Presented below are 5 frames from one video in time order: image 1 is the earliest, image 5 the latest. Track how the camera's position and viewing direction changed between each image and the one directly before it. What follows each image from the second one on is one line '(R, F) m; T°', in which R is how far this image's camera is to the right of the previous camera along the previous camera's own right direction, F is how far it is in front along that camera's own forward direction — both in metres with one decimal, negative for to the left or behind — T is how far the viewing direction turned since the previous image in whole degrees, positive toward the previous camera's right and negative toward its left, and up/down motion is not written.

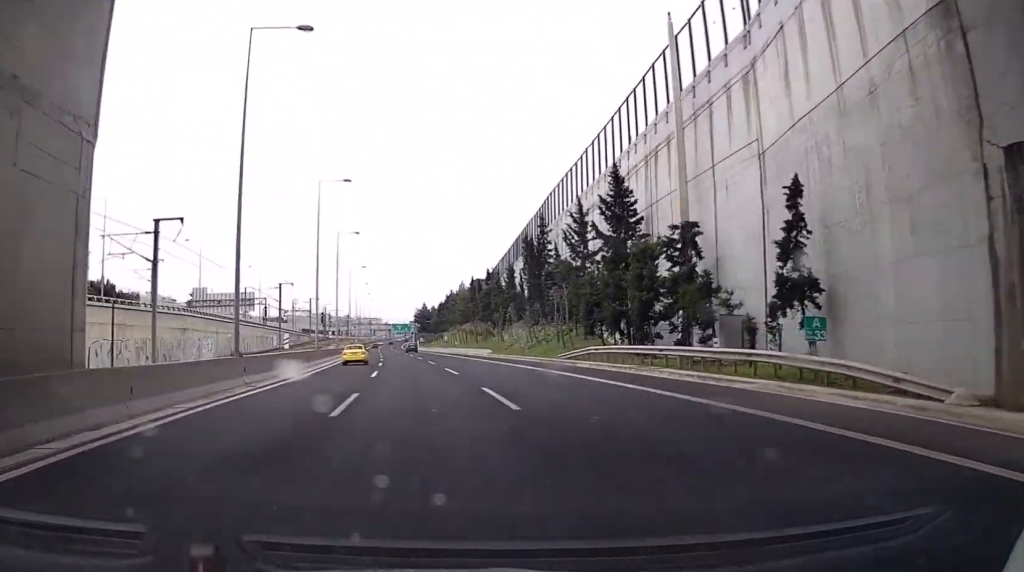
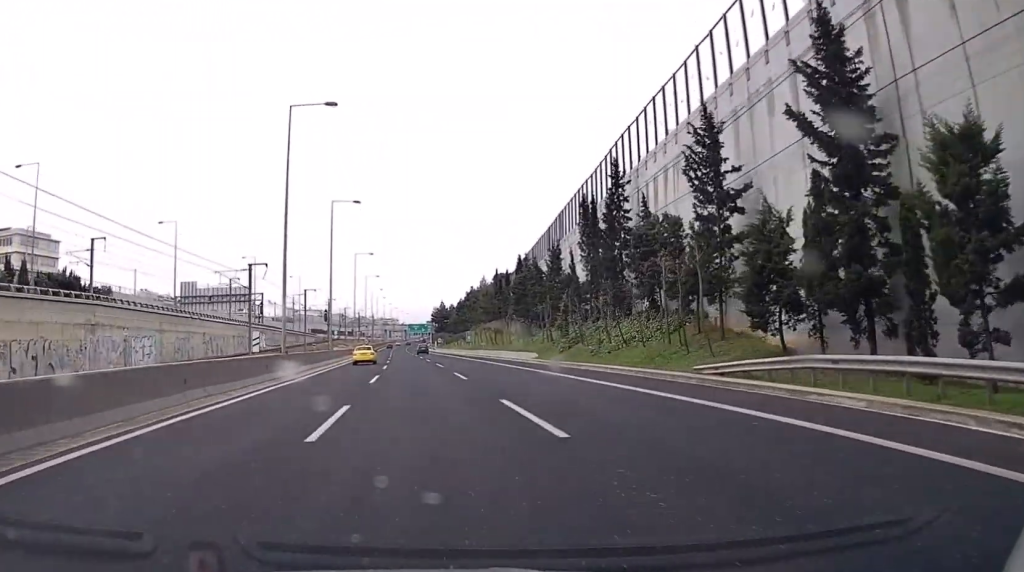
(-0.2, +21.8) m; -2°
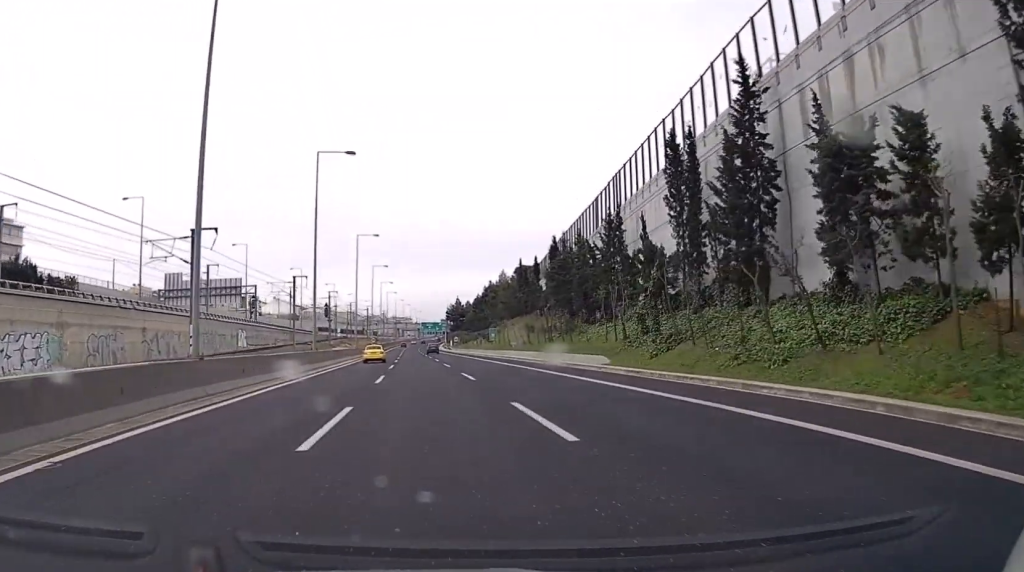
(-0.4, +18.8) m; -2°
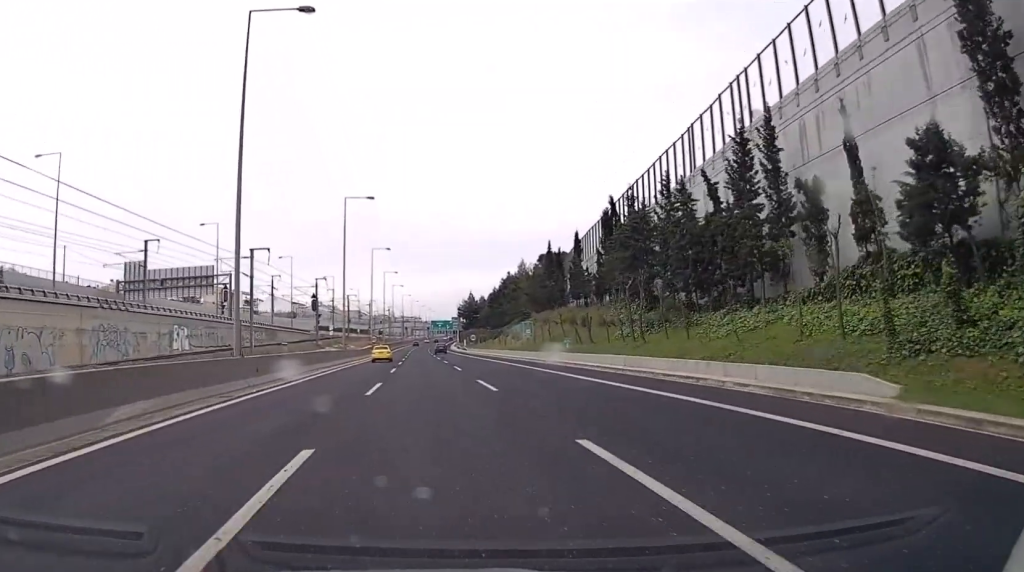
(-0.6, +24.8) m; -2°
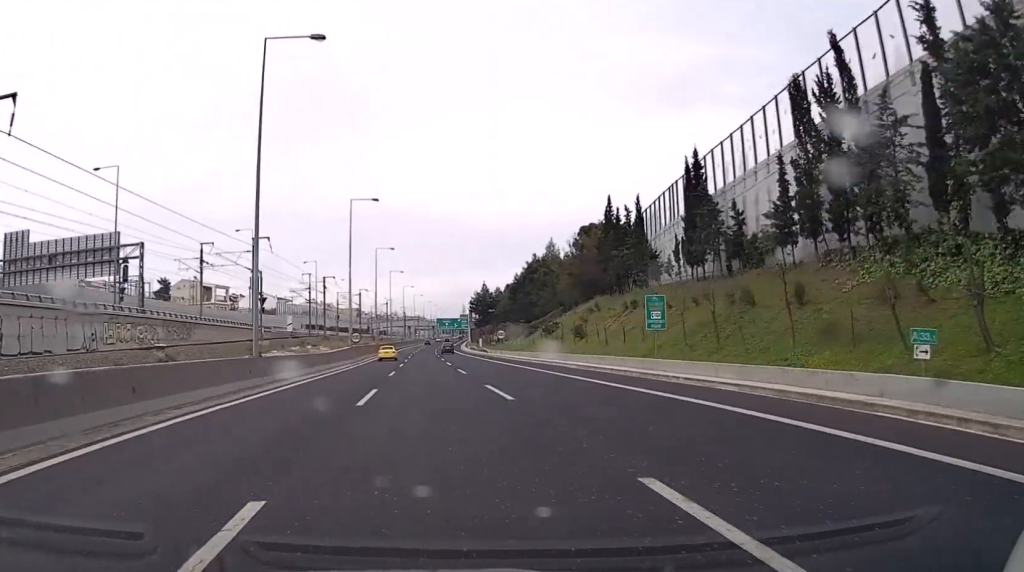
(-0.3, +38.6) m; -1°
